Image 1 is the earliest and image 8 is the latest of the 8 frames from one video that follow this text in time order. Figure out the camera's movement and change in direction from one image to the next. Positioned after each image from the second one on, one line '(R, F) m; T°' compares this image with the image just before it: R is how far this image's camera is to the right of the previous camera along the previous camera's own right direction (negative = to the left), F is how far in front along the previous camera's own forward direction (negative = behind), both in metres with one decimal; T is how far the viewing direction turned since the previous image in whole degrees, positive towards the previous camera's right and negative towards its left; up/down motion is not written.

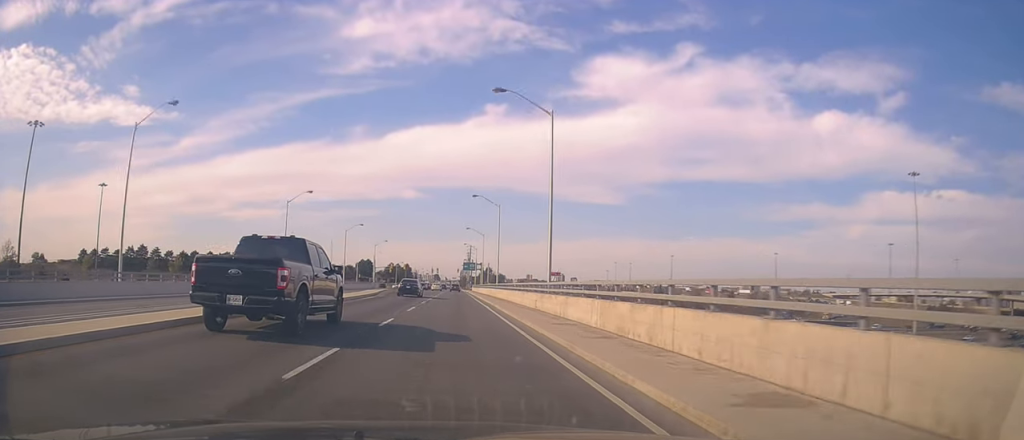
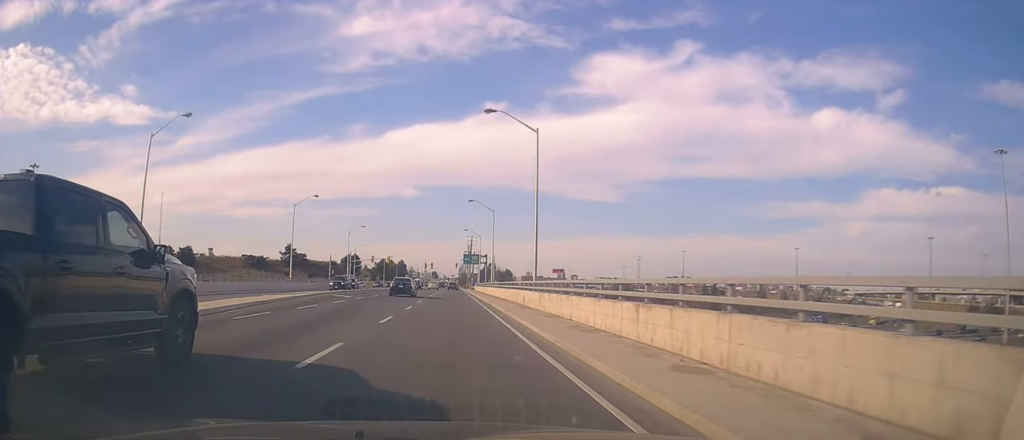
(+0.3, +33.3) m; -1°
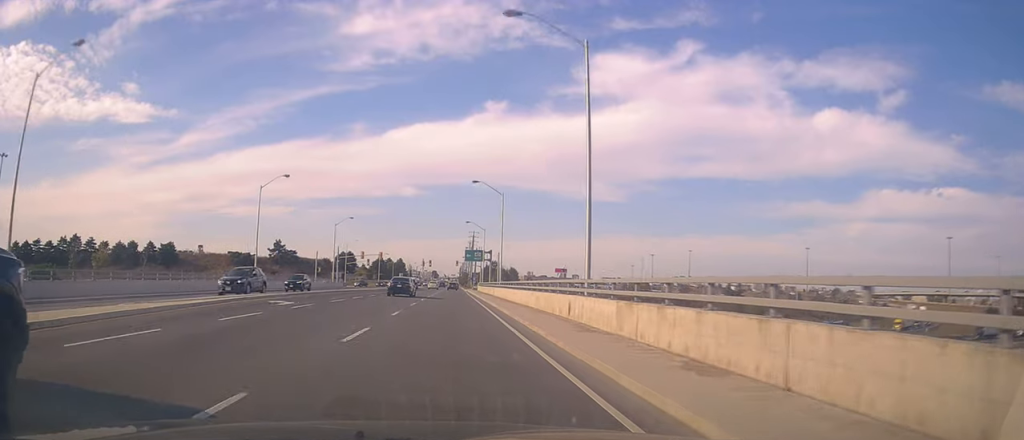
(-0.8, +13.3) m; 0°
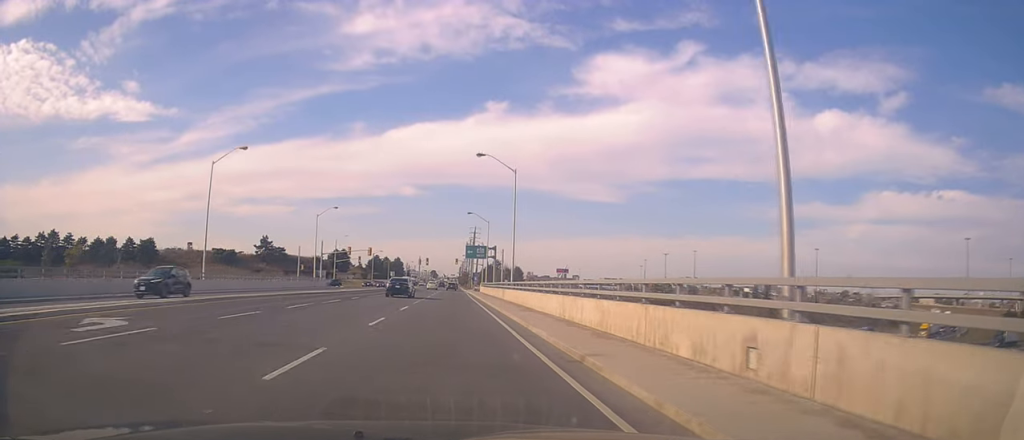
(+0.5, +12.8) m; 0°
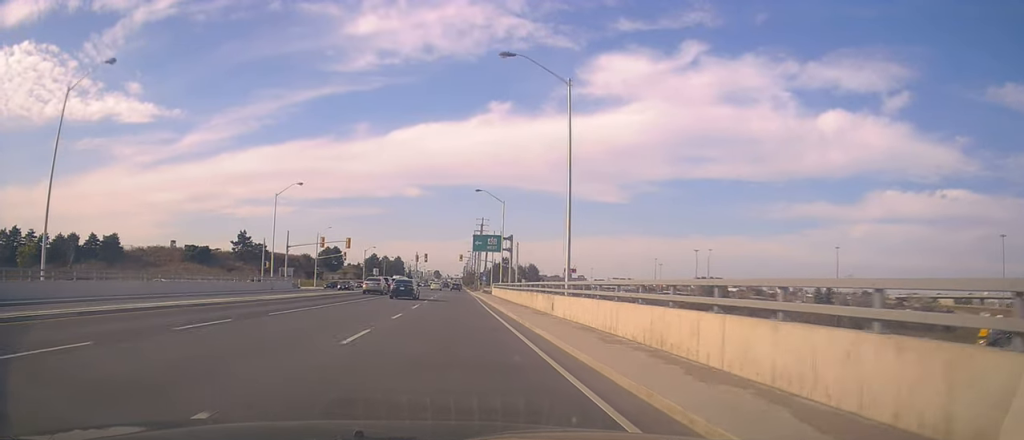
(-0.5, +21.6) m; -2°
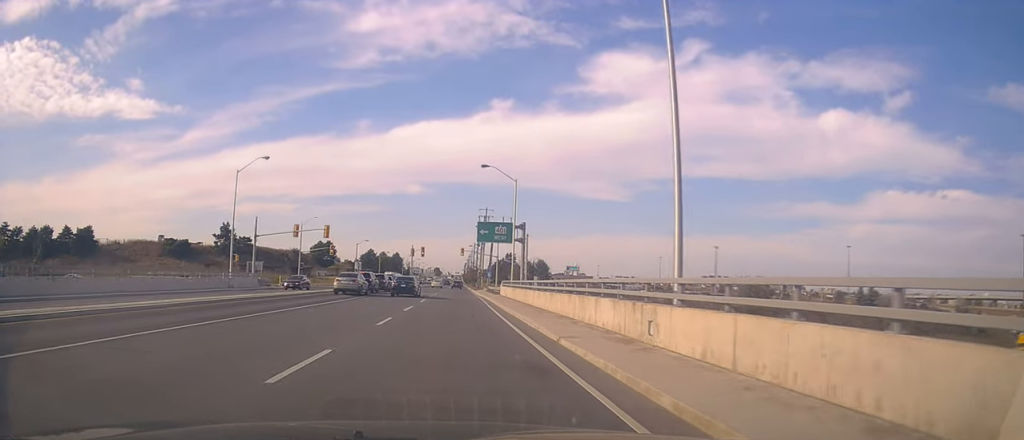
(+0.2, +12.3) m; +1°
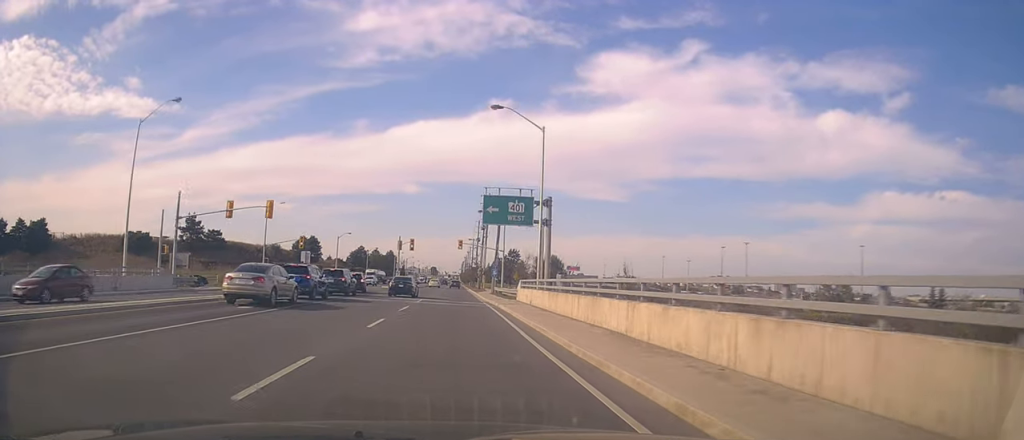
(+0.2, +18.0) m; 0°
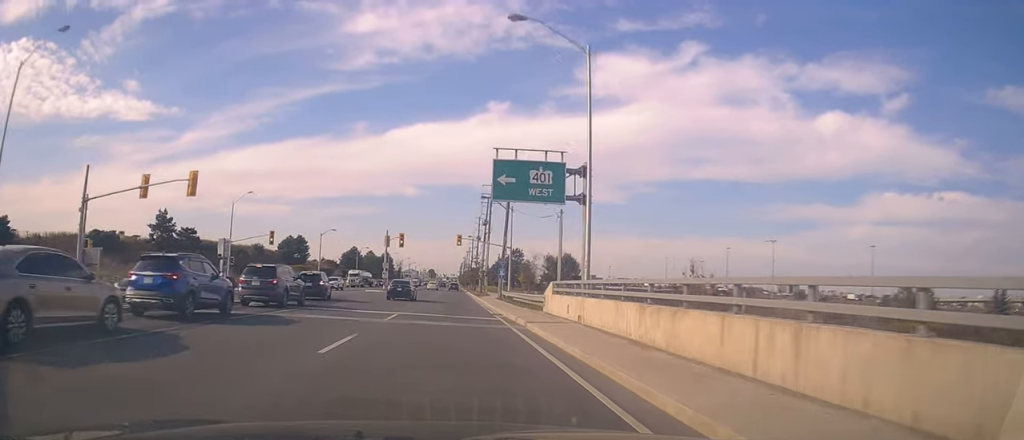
(-0.1, +12.9) m; 0°
